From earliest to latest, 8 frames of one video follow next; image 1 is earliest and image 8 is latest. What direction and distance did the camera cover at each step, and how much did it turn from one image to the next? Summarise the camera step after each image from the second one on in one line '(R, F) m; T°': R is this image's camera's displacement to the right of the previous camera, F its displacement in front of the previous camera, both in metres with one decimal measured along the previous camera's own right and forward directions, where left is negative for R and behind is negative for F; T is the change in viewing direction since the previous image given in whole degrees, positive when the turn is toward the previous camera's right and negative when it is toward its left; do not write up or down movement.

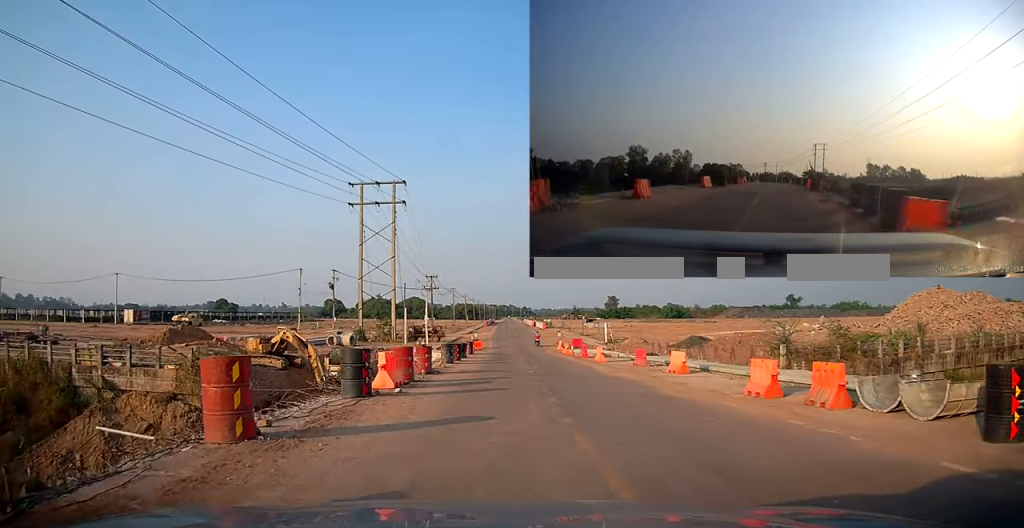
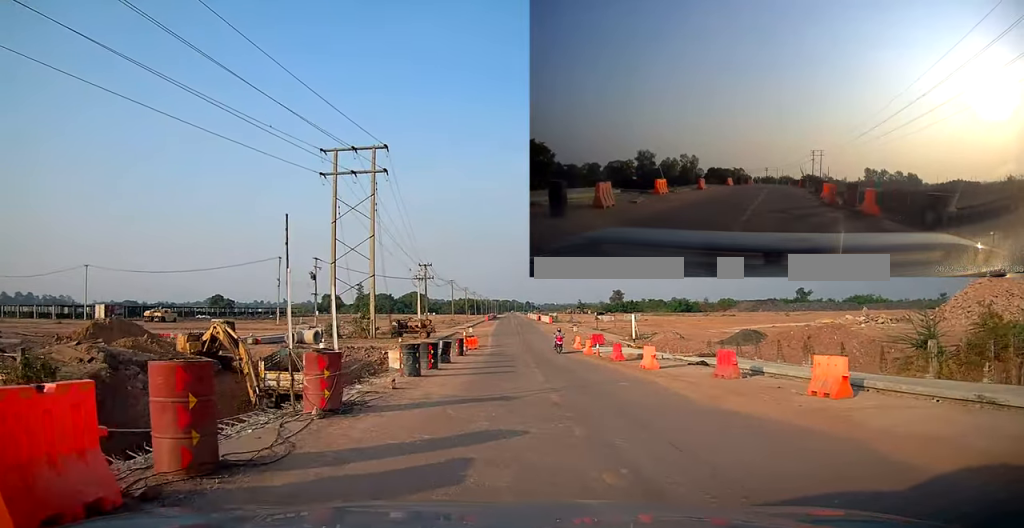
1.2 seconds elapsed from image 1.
(+0.1, +10.4) m; +2°
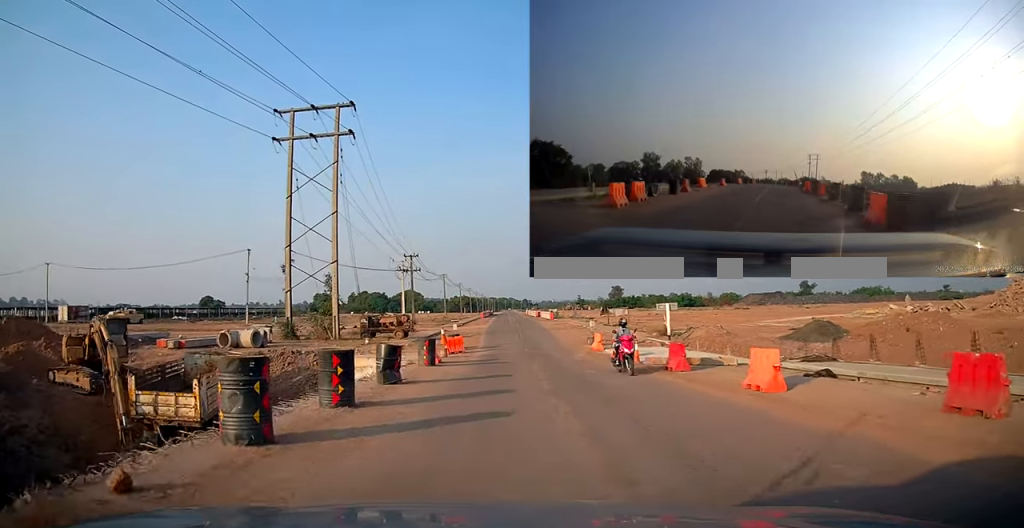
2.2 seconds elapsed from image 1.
(+0.2, +9.9) m; -1°
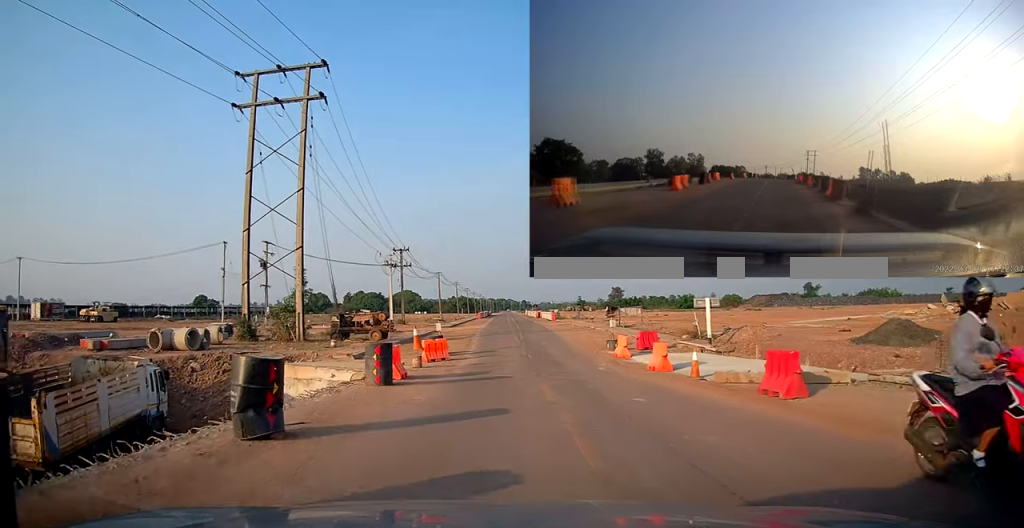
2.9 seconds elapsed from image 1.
(-0.3, +6.7) m; 0°
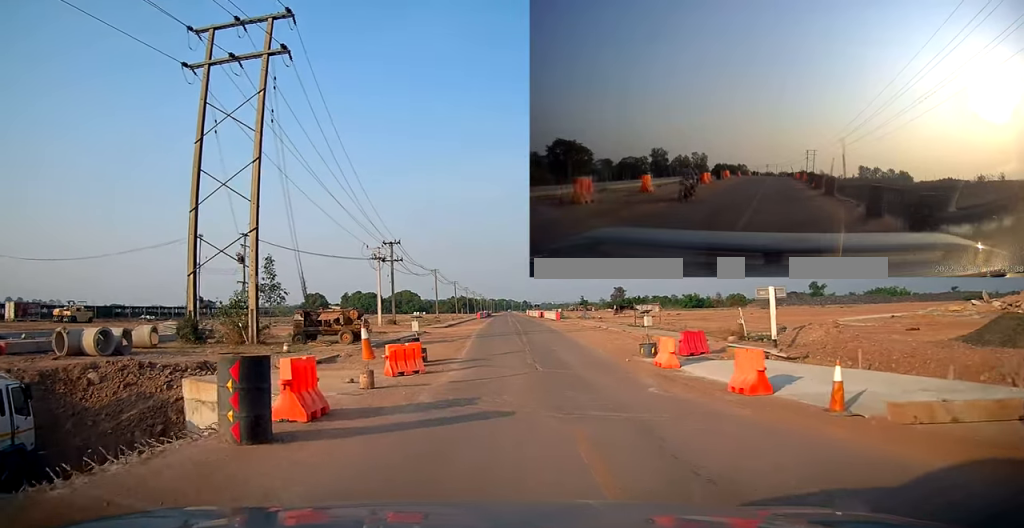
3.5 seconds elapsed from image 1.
(+0.2, +6.4) m; +1°
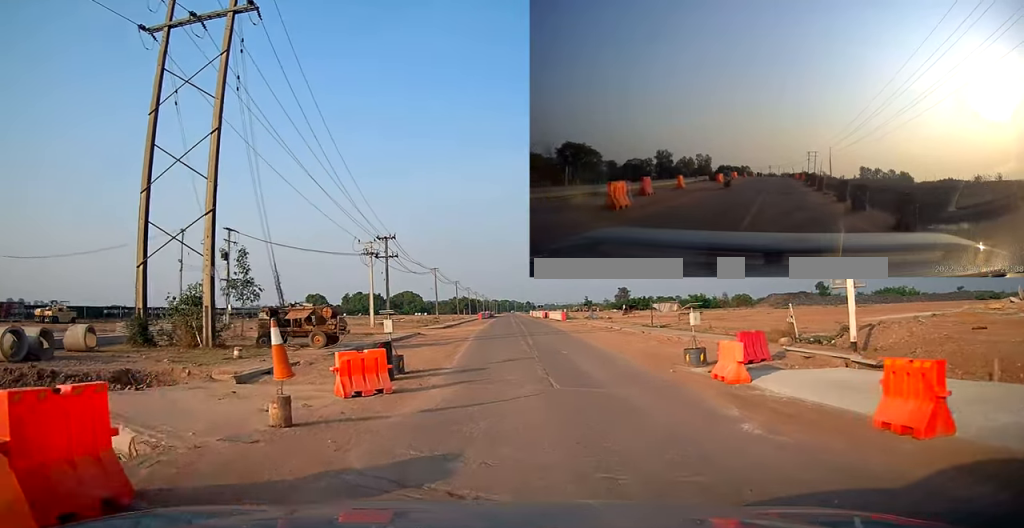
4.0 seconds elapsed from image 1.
(+0.2, +4.7) m; +1°
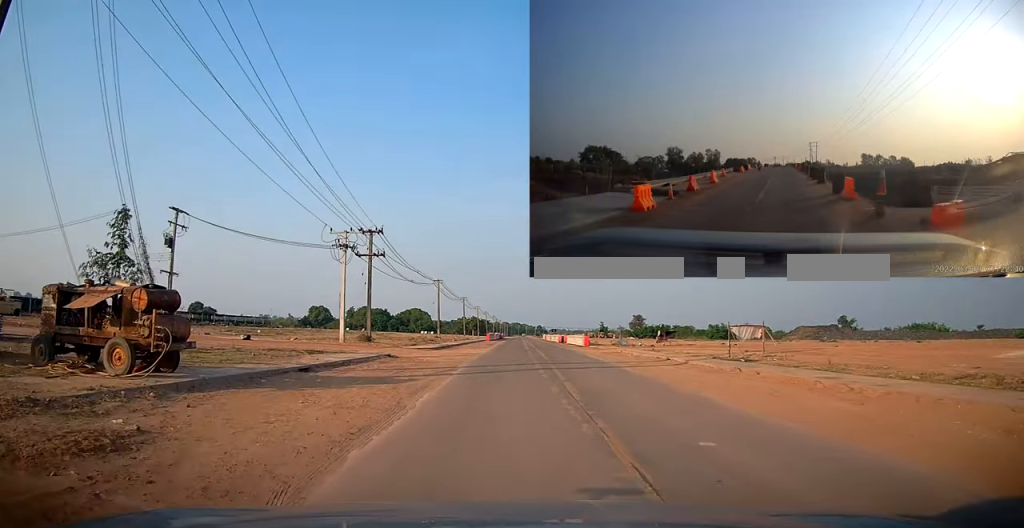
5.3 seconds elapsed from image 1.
(-0.2, +13.2) m; -2°
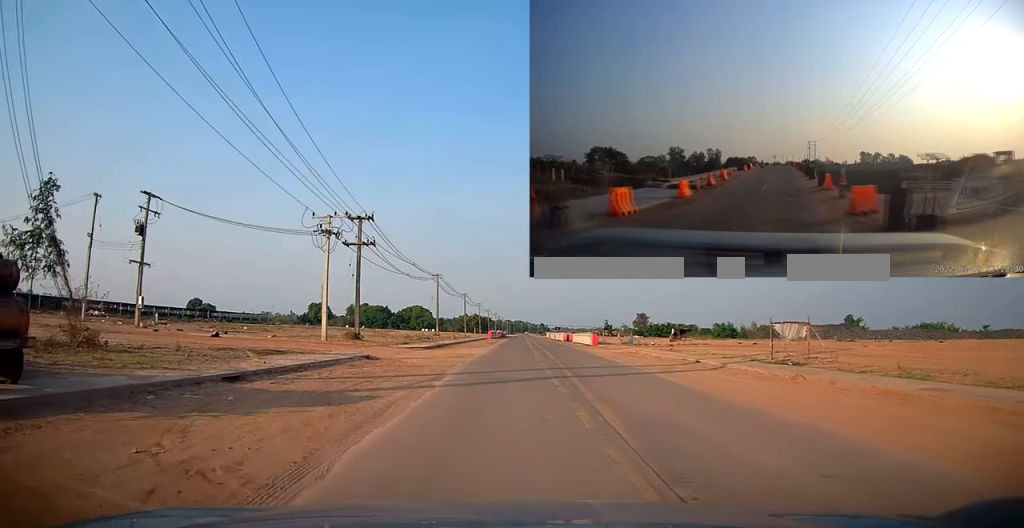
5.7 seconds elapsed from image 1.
(0.0, +4.6) m; -1°
